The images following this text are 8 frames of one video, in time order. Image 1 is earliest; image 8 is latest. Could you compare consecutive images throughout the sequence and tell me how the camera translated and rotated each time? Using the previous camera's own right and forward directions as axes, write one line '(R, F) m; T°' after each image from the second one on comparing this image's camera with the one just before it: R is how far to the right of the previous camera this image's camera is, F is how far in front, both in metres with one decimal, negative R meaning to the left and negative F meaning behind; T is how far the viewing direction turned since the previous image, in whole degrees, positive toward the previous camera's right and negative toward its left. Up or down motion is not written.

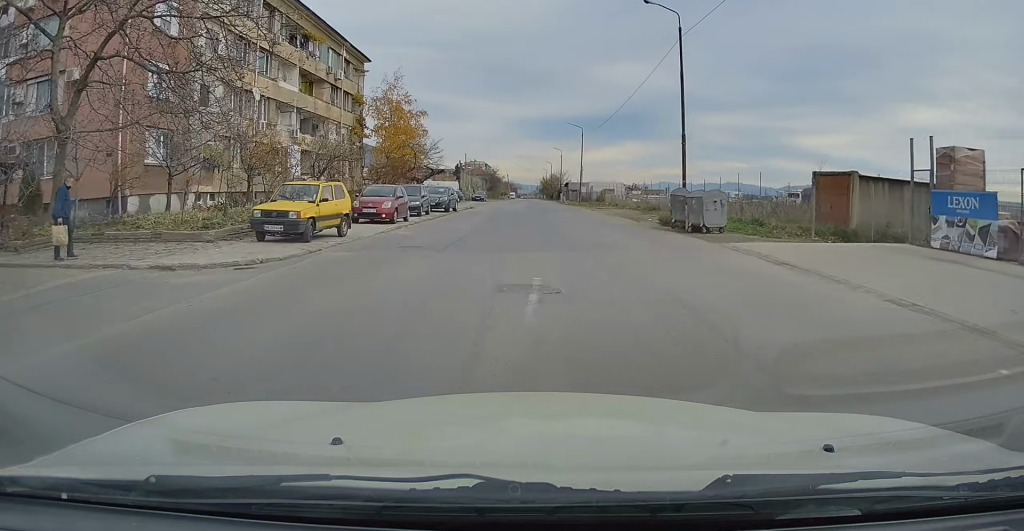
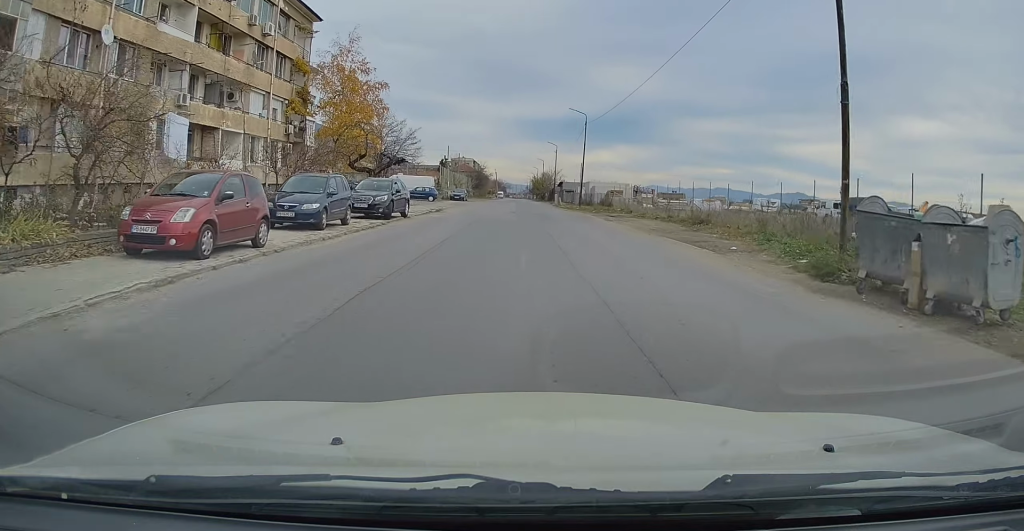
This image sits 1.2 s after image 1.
(-0.1, +14.1) m; +2°
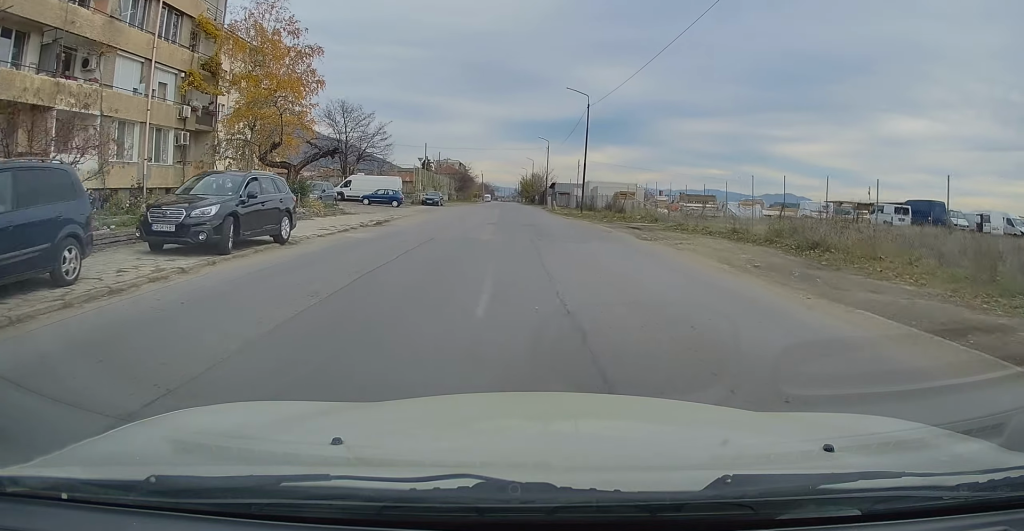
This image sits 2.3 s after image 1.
(+0.4, +12.9) m; 0°
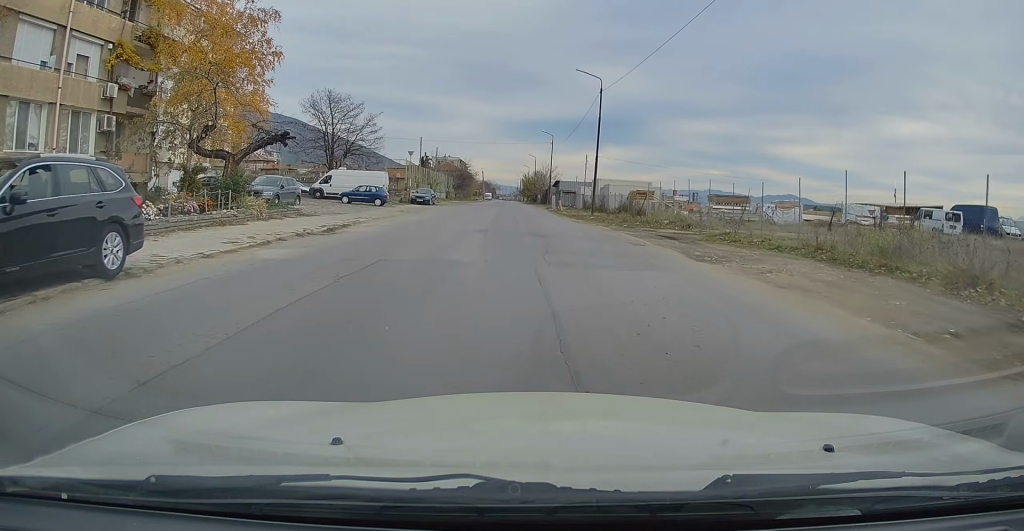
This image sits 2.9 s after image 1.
(-0.3, +6.7) m; 0°
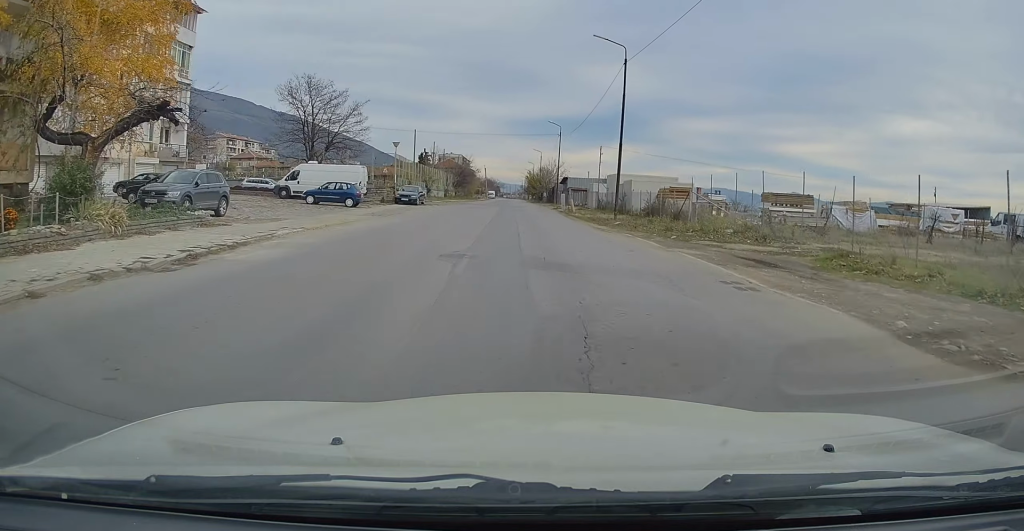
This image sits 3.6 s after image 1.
(+0.1, +8.6) m; 0°
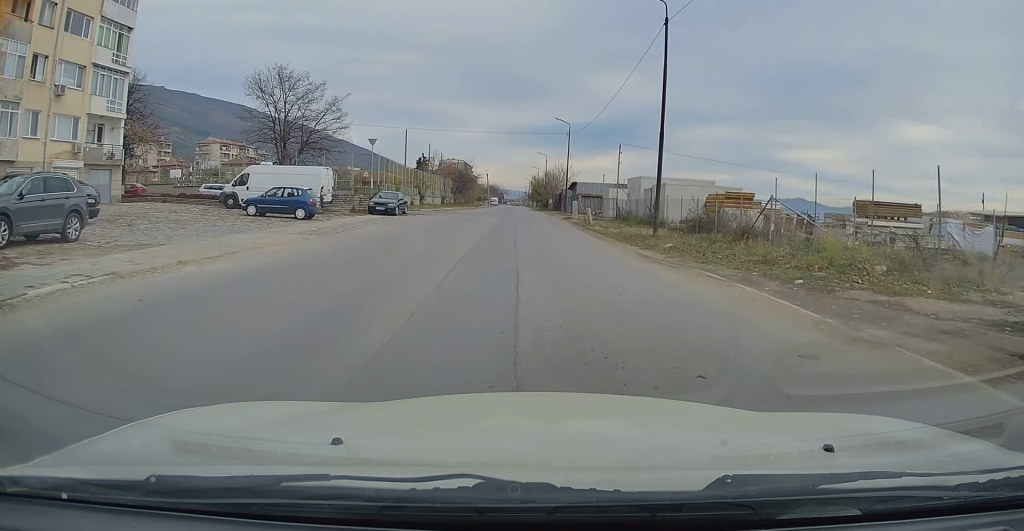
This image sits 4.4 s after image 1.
(+0.2, +9.0) m; 0°
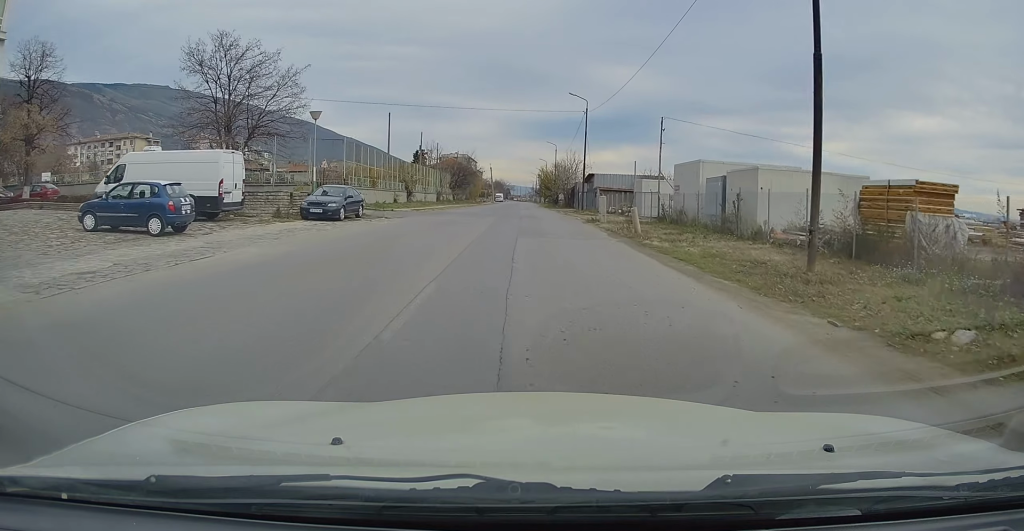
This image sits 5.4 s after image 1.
(-0.4, +12.6) m; -1°
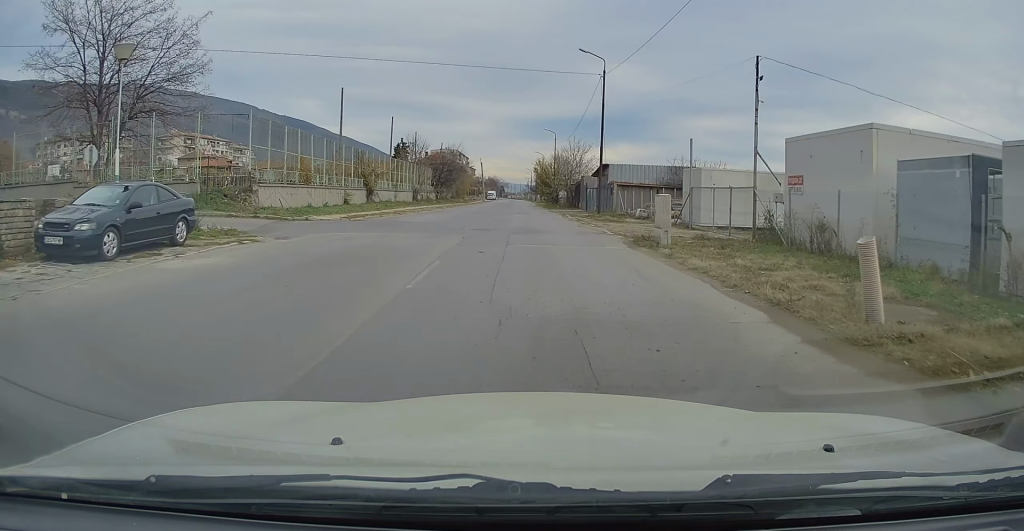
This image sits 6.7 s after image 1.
(+0.3, +14.9) m; +2°
